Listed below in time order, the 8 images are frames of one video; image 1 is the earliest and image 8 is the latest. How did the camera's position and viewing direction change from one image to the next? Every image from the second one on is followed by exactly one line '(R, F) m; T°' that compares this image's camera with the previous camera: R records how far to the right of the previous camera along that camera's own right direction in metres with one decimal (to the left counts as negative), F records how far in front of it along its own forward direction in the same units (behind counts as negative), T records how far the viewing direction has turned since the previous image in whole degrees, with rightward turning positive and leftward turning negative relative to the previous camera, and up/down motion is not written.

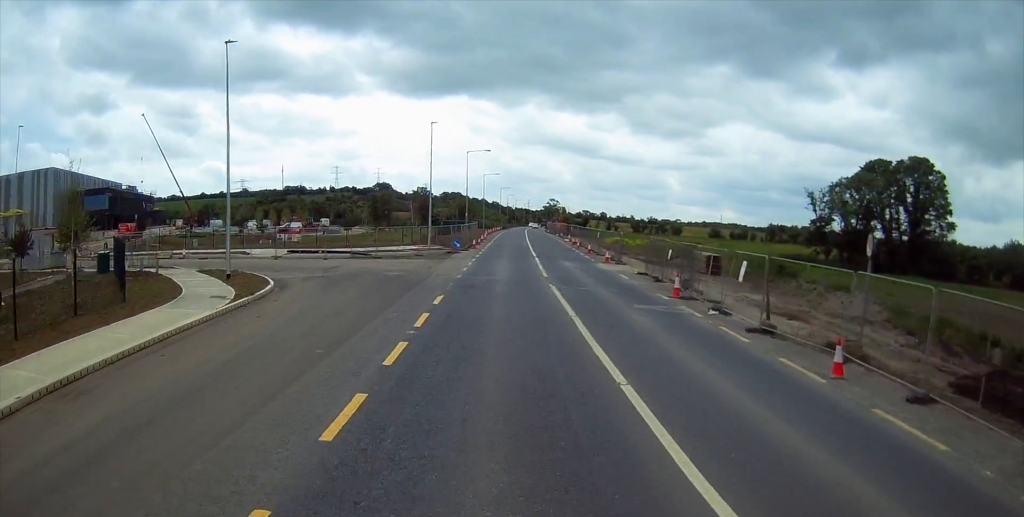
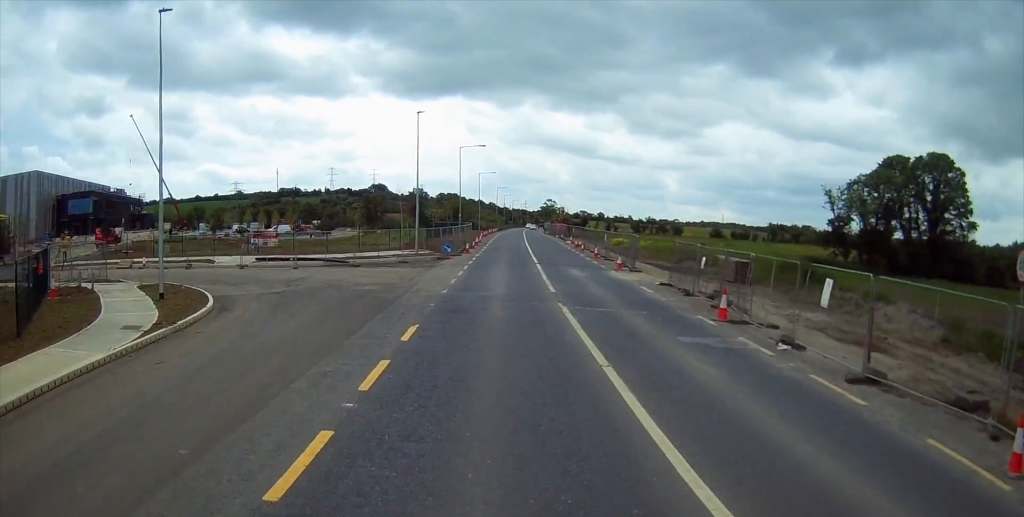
(-0.1, +5.6) m; +1°
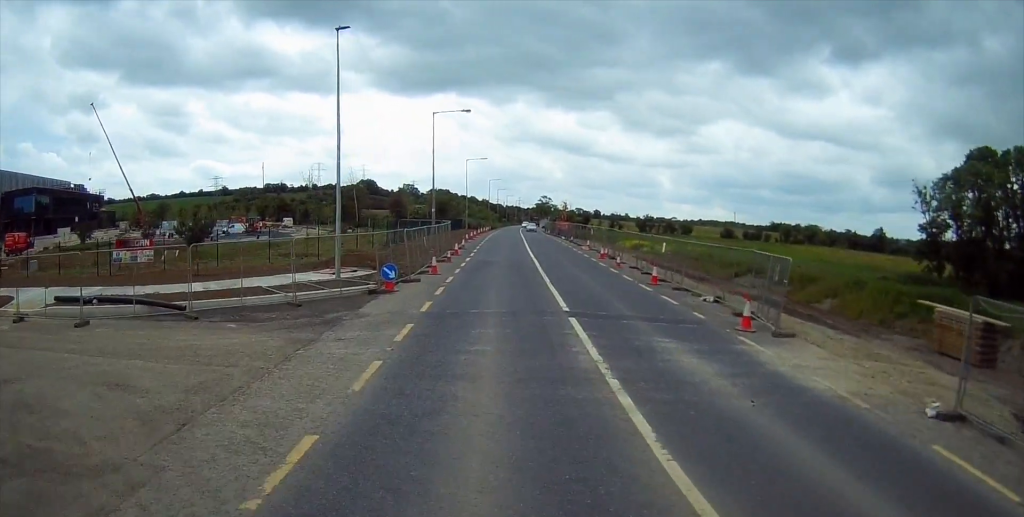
(+0.5, +20.3) m; +1°
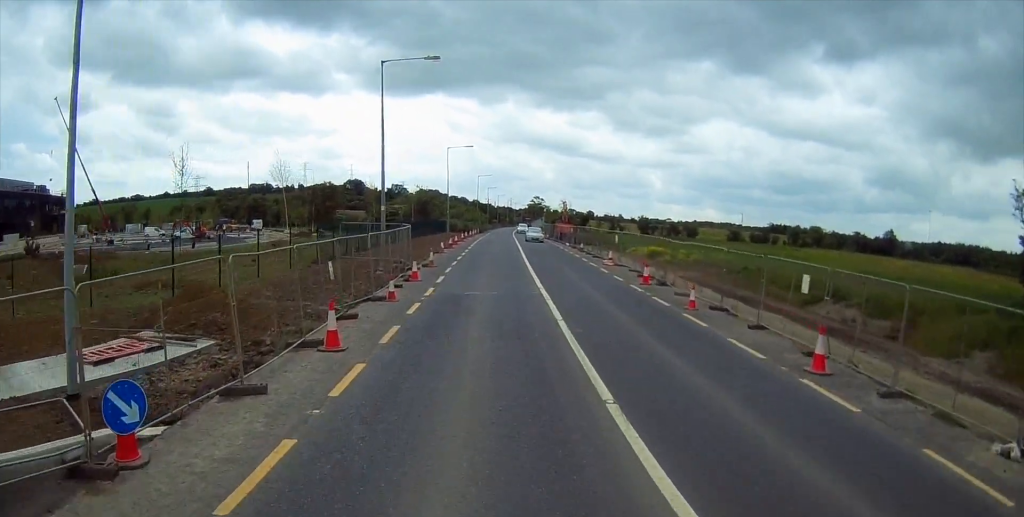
(0.0, +16.3) m; 0°
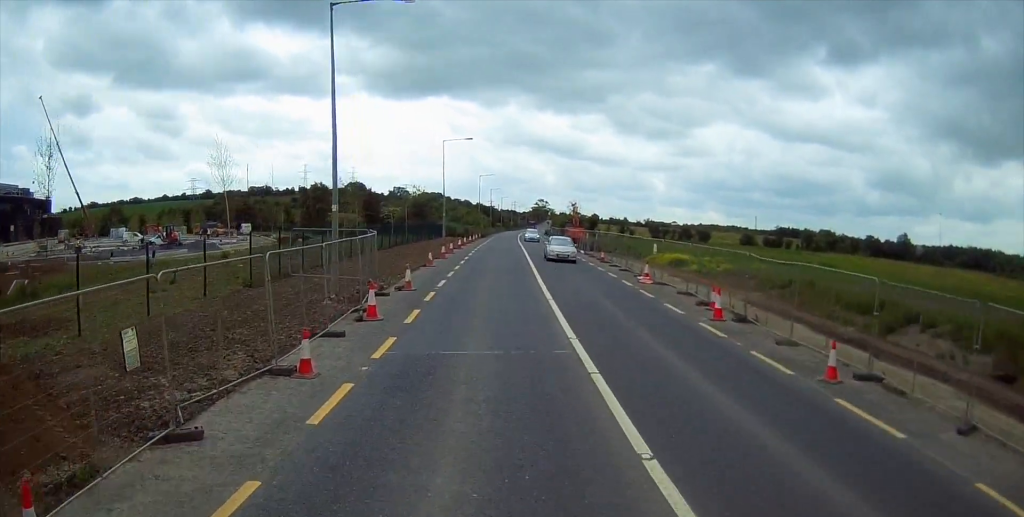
(0.0, +9.3) m; 0°
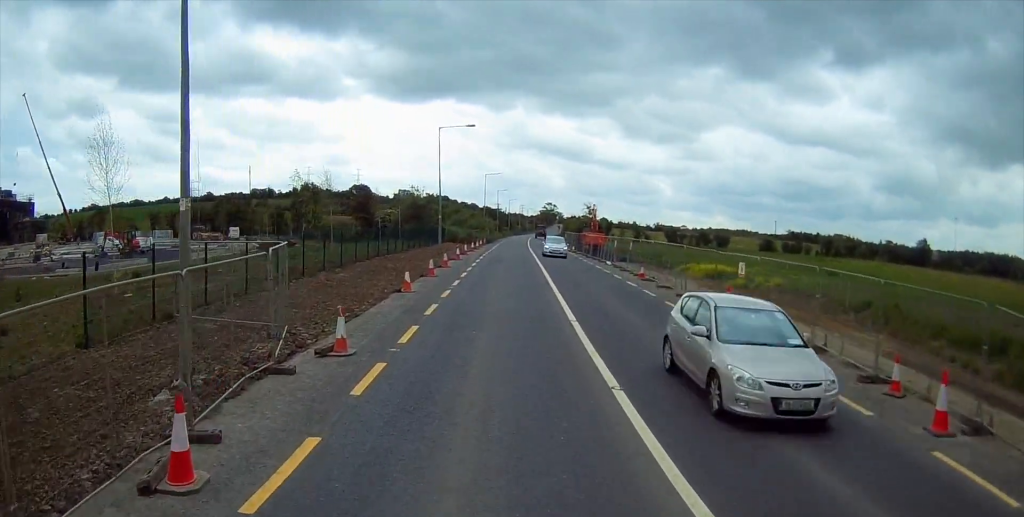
(0.0, +10.5) m; 0°
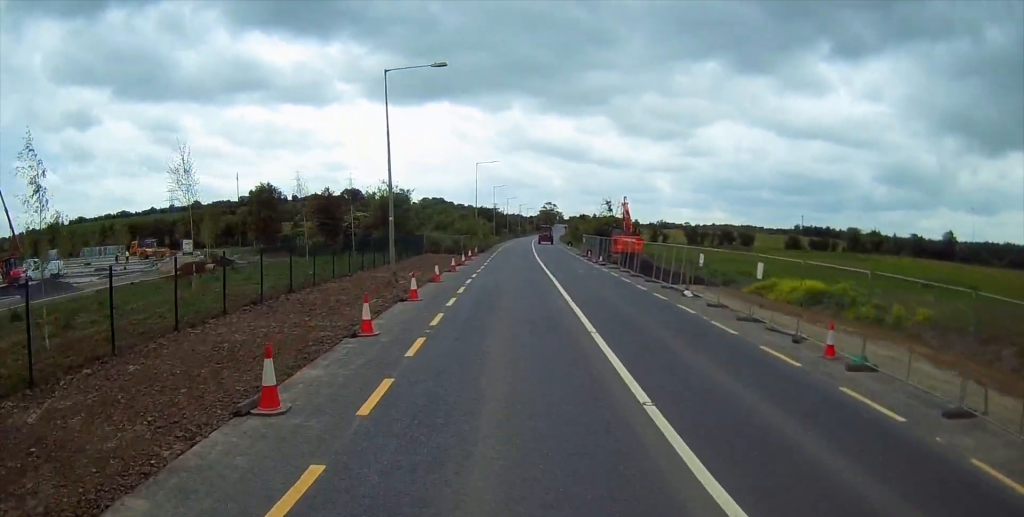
(0.0, +19.9) m; 0°
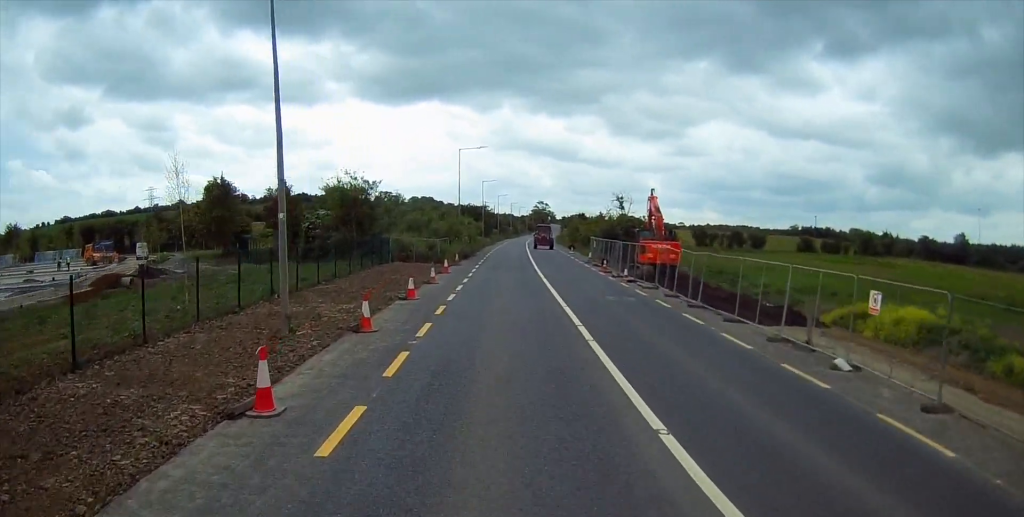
(-0.1, +13.2) m; +1°
